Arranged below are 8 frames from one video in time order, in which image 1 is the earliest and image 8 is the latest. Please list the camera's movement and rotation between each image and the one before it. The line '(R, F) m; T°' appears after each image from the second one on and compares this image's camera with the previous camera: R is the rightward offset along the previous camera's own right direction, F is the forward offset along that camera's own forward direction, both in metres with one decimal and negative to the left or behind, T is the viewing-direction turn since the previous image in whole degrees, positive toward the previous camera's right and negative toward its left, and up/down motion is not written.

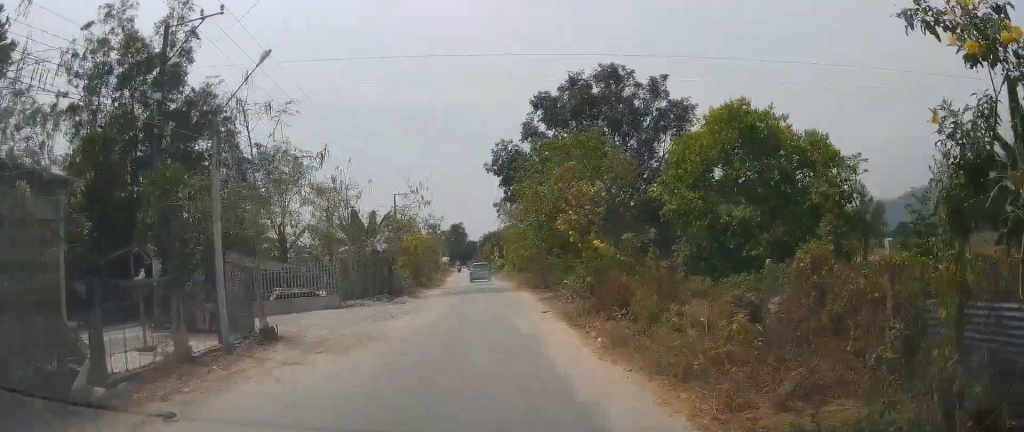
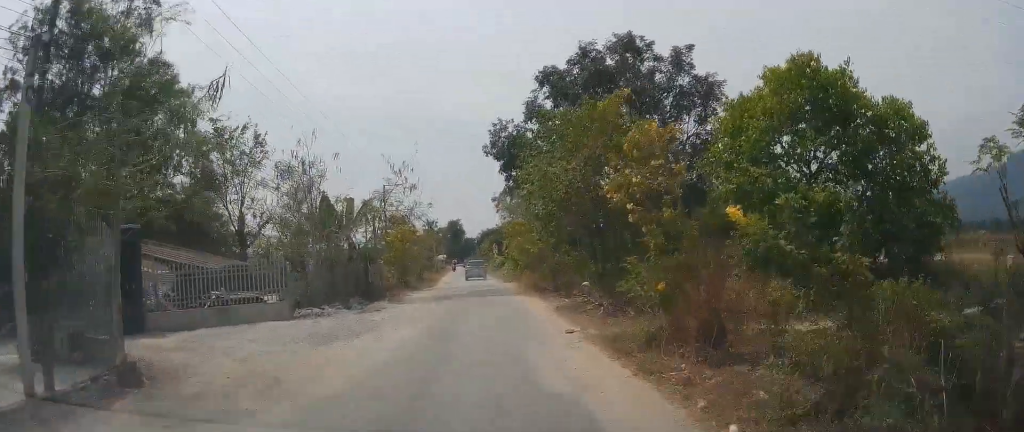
(-0.2, +6.3) m; 0°
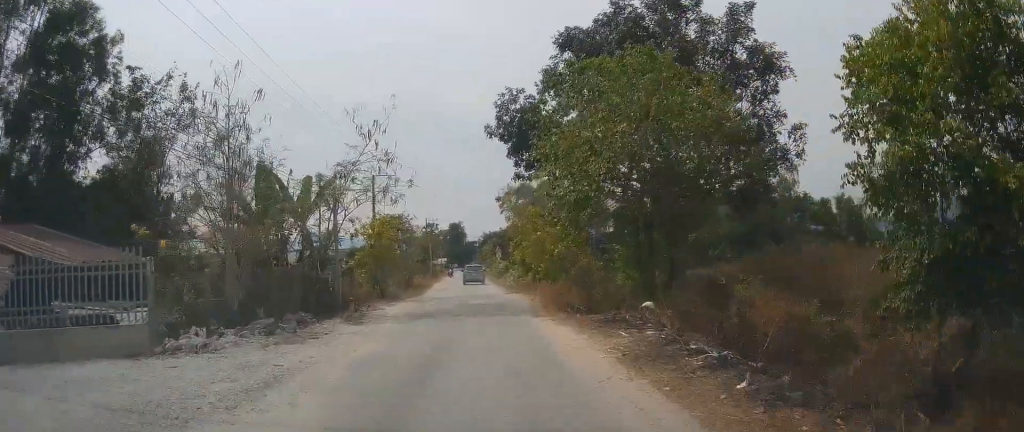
(-0.1, +9.2) m; +1°
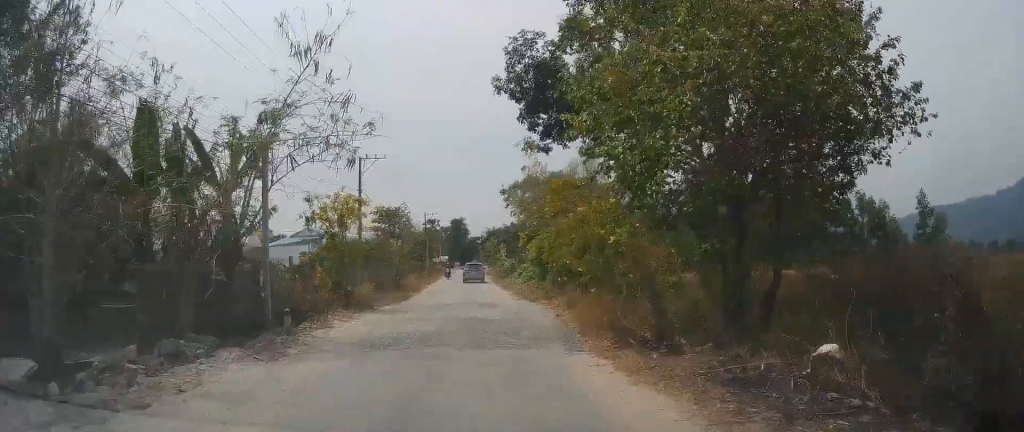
(+0.5, +8.1) m; 0°
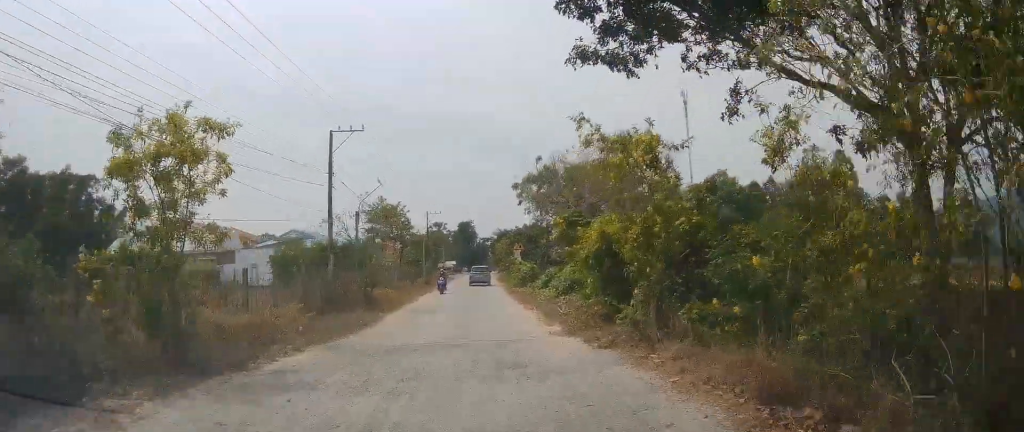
(-0.7, +12.9) m; -2°
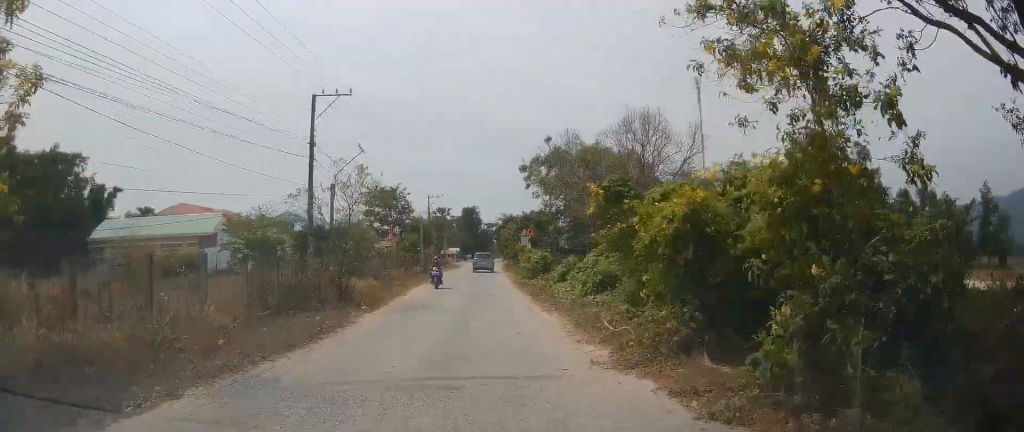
(+0.2, +5.4) m; 0°
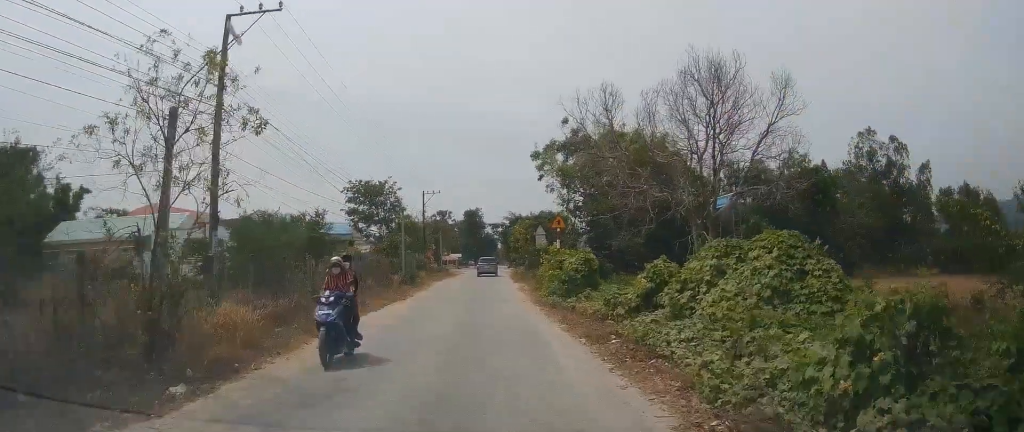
(-0.2, +13.4) m; 0°
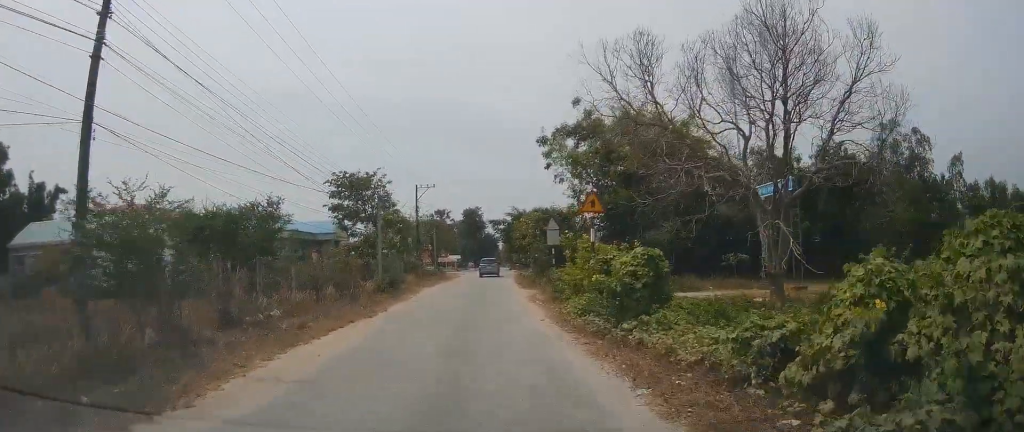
(+0.3, +8.1) m; +2°
